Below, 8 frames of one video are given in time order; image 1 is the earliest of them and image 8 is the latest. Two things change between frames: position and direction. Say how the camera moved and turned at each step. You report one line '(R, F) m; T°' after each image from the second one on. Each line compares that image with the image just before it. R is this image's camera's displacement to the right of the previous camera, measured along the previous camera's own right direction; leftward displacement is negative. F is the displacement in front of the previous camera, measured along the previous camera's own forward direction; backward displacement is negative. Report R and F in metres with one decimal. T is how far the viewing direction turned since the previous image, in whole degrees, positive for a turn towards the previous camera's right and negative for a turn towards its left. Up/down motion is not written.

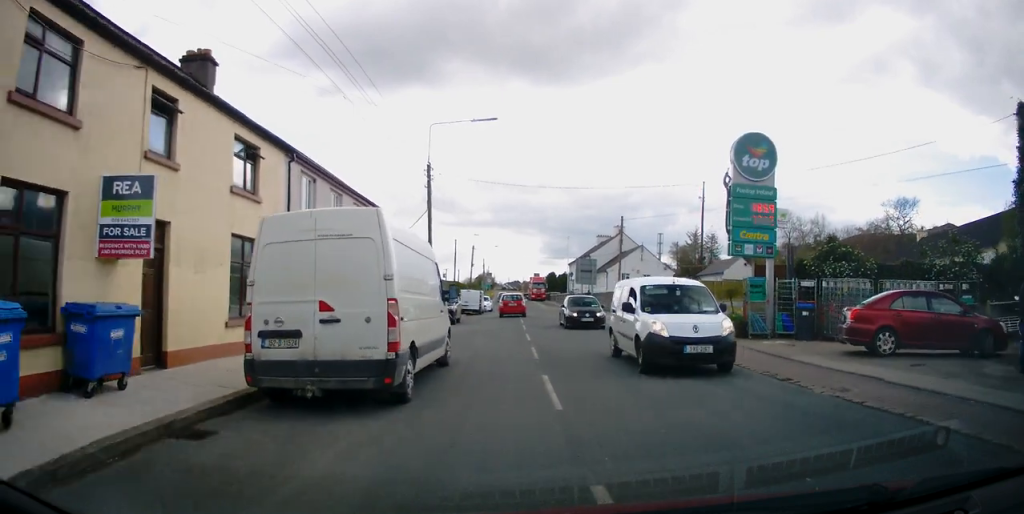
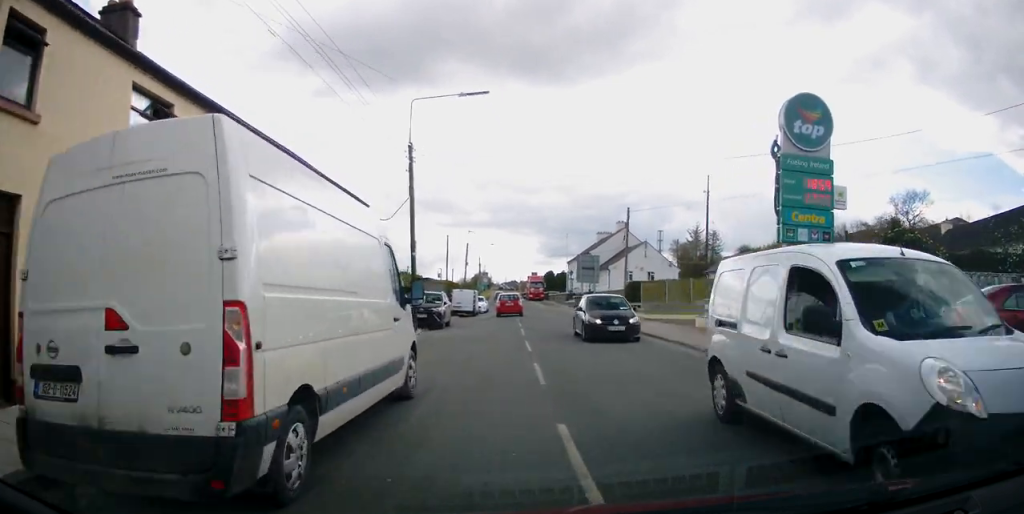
(+0.1, +3.9) m; +1°
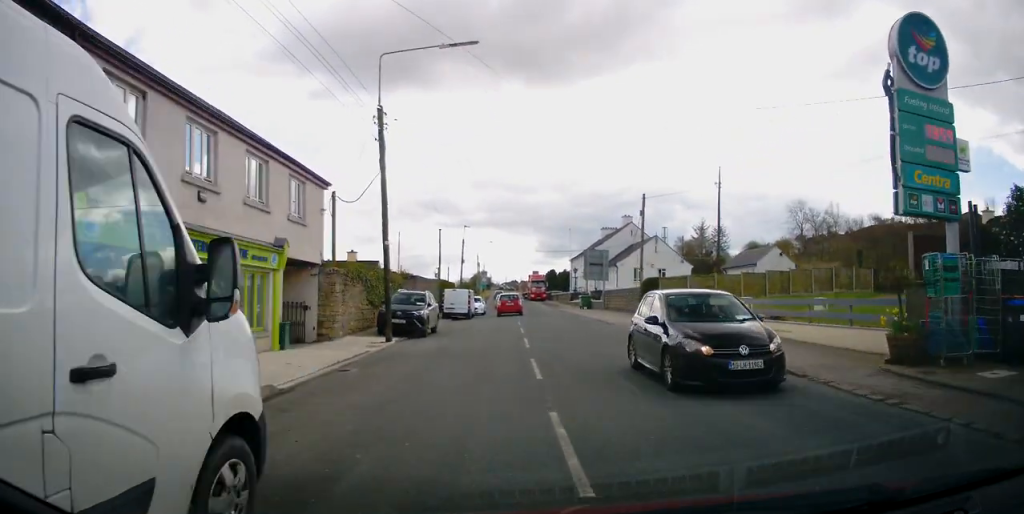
(-0.1, +5.3) m; -1°
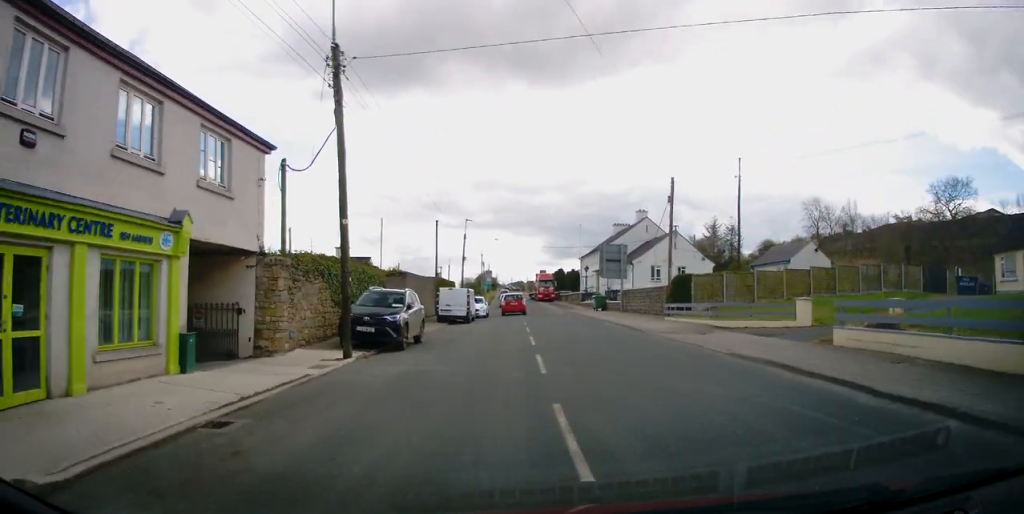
(0.0, +5.4) m; -1°
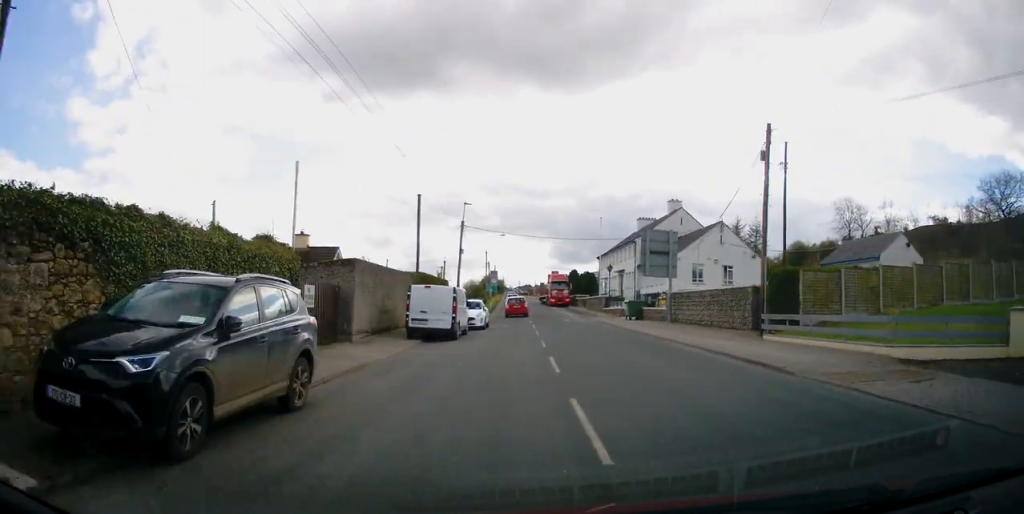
(-0.2, +11.1) m; -1°
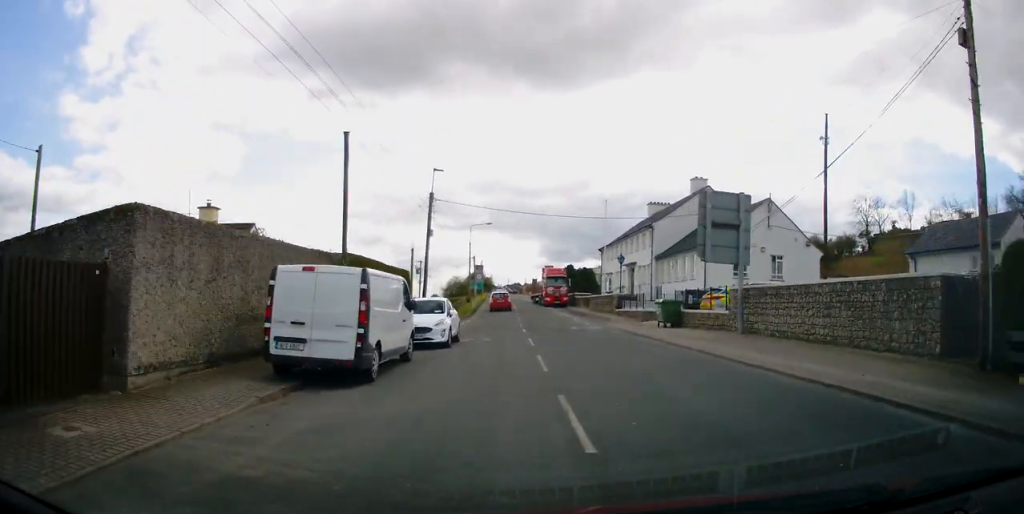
(+0.2, +11.4) m; +1°
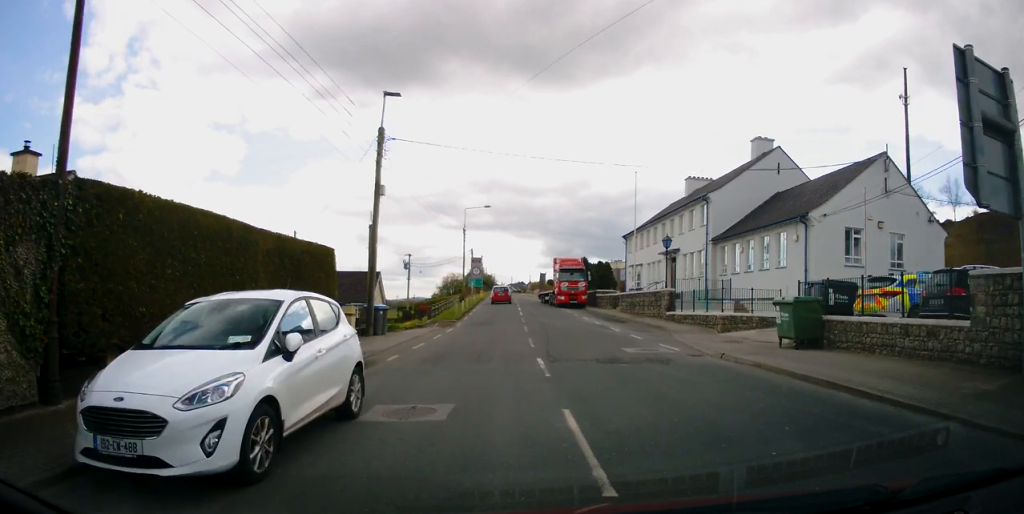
(-0.1, +13.0) m; -1°
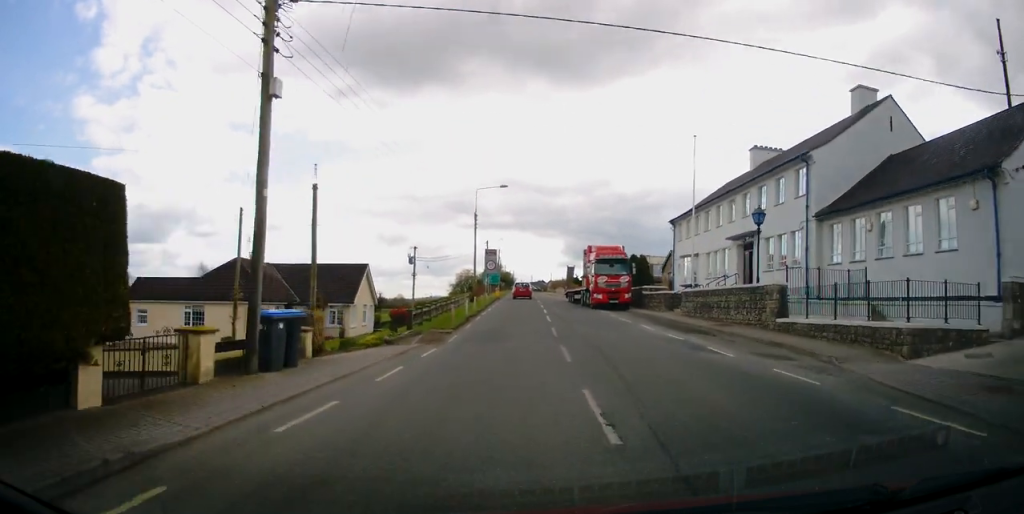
(-0.1, +10.5) m; -1°
